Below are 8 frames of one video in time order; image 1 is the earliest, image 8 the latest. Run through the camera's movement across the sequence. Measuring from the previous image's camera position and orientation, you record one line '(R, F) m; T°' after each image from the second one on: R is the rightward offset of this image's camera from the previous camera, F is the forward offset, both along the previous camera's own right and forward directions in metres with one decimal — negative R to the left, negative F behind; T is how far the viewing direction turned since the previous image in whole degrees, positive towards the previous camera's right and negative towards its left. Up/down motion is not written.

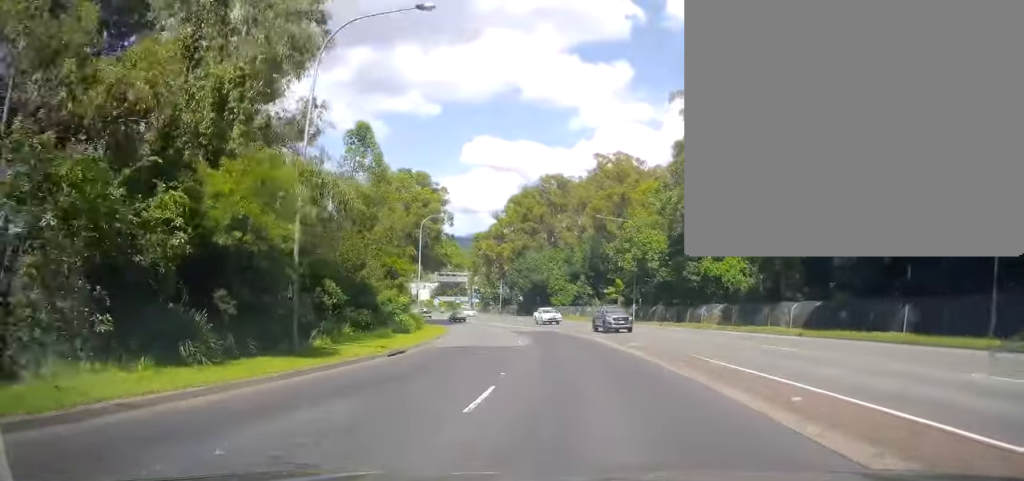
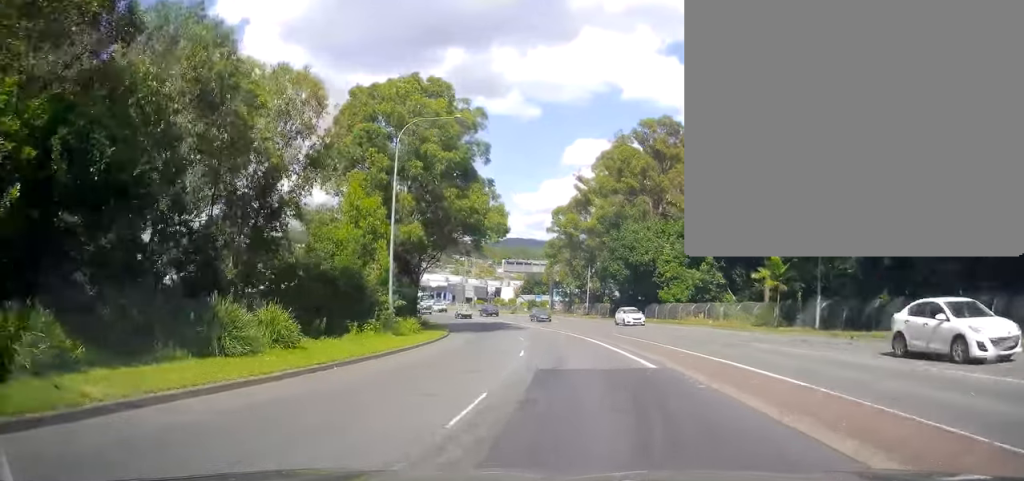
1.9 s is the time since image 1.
(-3.4, +32.8) m; -10°
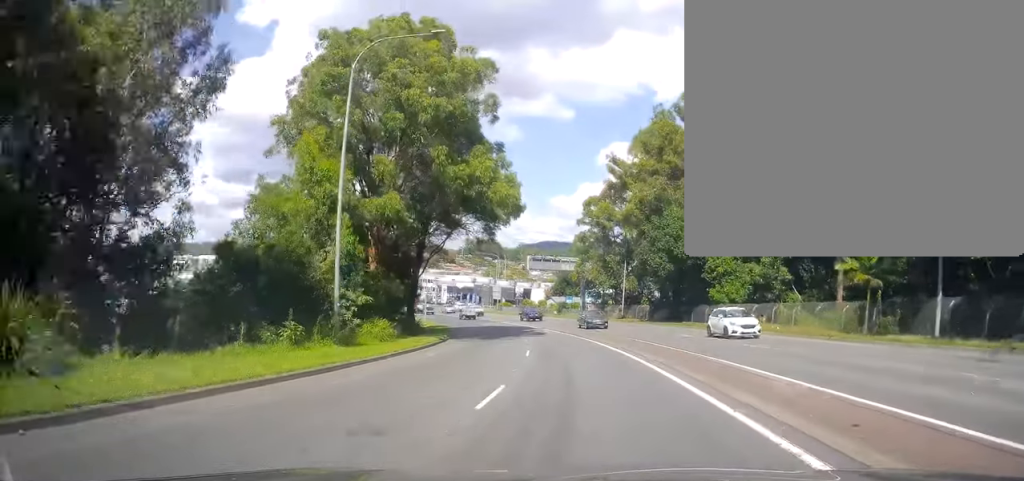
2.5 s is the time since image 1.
(-0.1, +10.3) m; -3°
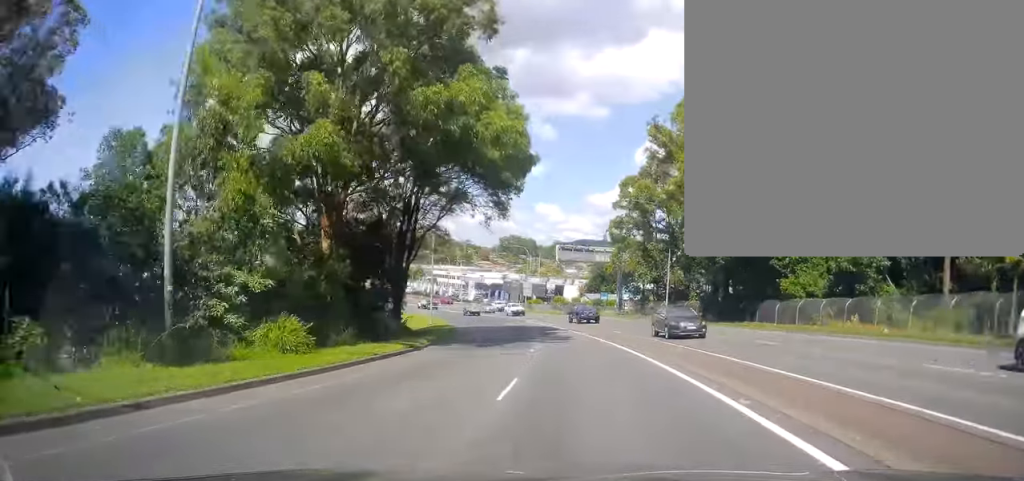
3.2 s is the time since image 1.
(-0.4, +10.9) m; -3°
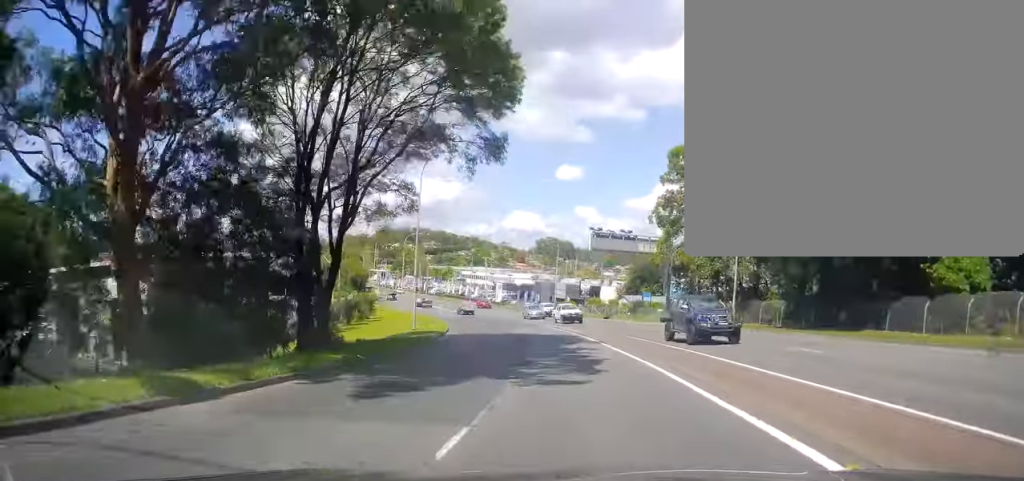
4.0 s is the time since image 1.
(-0.6, +15.3) m; -5°
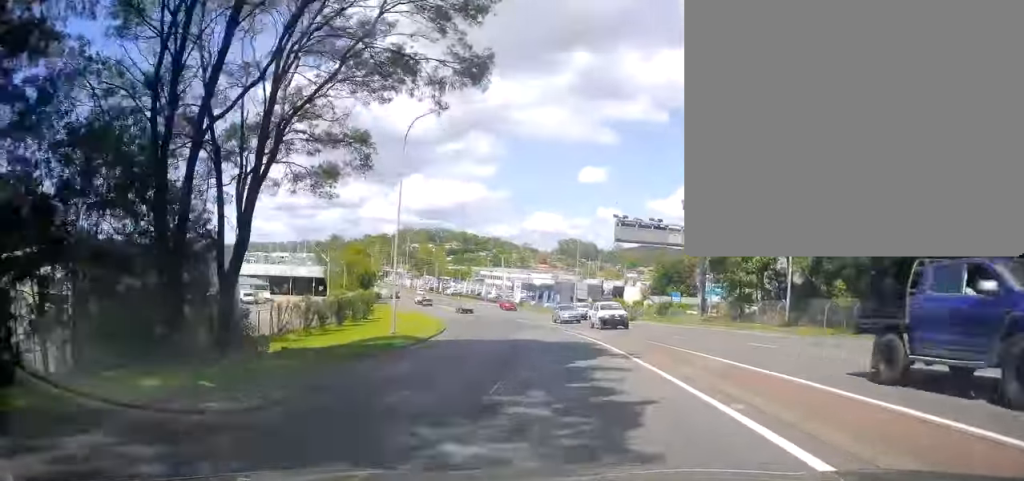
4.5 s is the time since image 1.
(0.0, +8.3) m; -3°
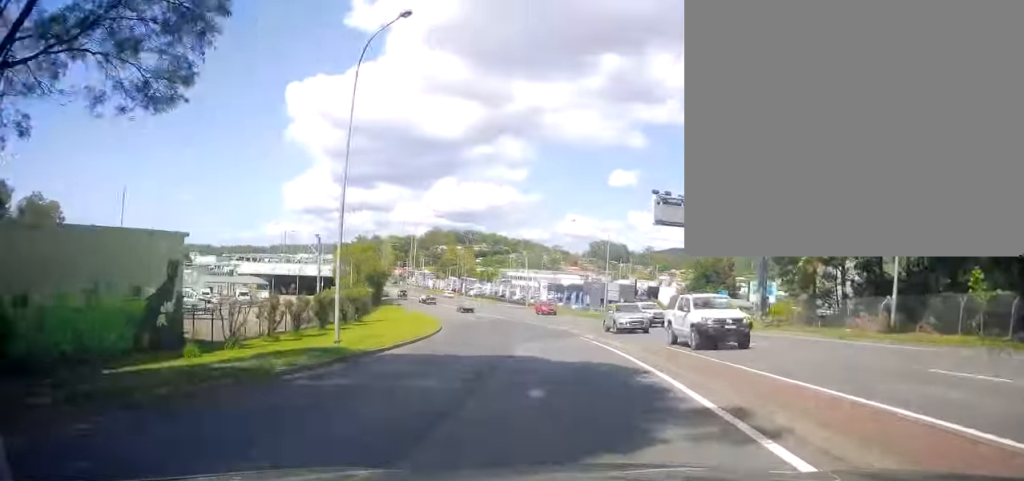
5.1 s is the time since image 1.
(-0.6, +10.8) m; -4°
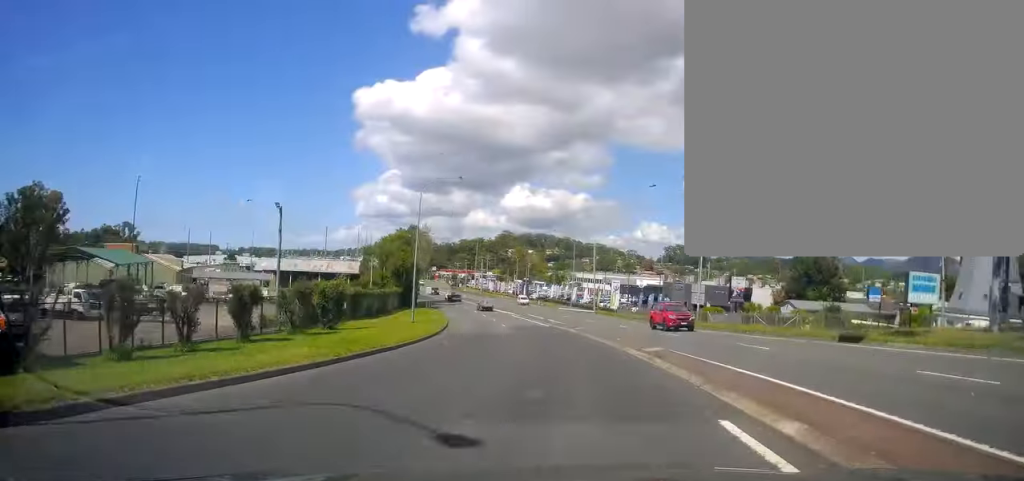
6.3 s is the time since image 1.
(-1.1, +21.8) m; -8°
